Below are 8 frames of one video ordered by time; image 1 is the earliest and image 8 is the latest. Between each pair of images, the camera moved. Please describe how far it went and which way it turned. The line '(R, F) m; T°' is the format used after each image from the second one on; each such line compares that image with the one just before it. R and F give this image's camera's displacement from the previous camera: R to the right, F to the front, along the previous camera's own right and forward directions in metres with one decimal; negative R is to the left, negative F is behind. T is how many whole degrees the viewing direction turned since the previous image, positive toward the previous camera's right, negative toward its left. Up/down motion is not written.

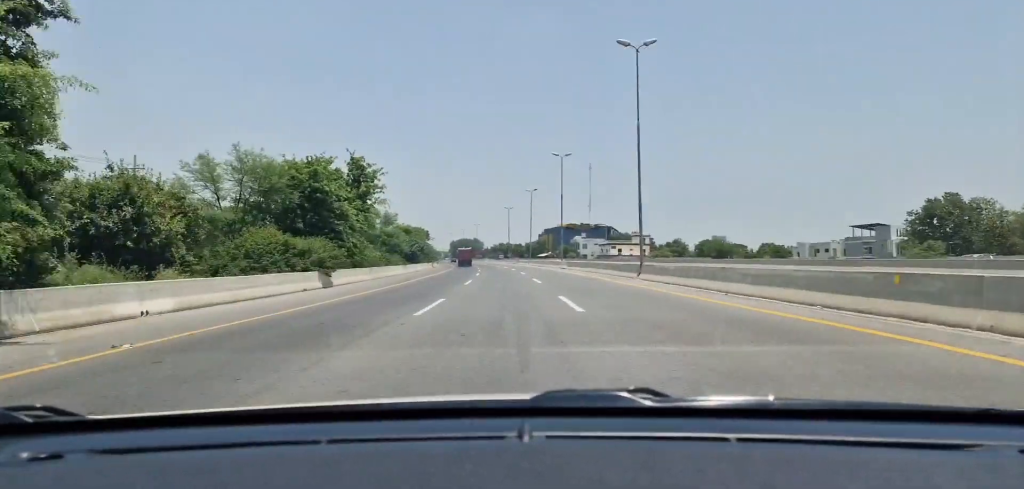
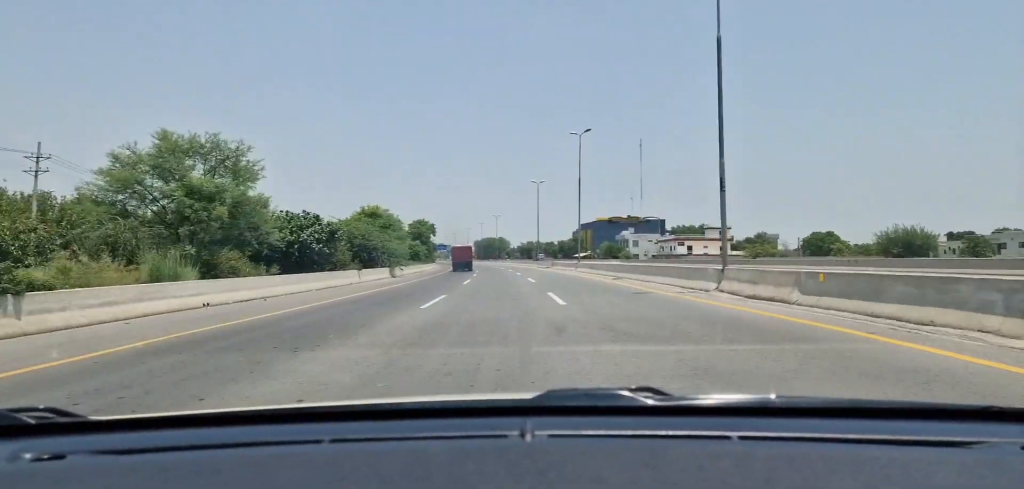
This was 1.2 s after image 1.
(-1.2, +51.1) m; -3°
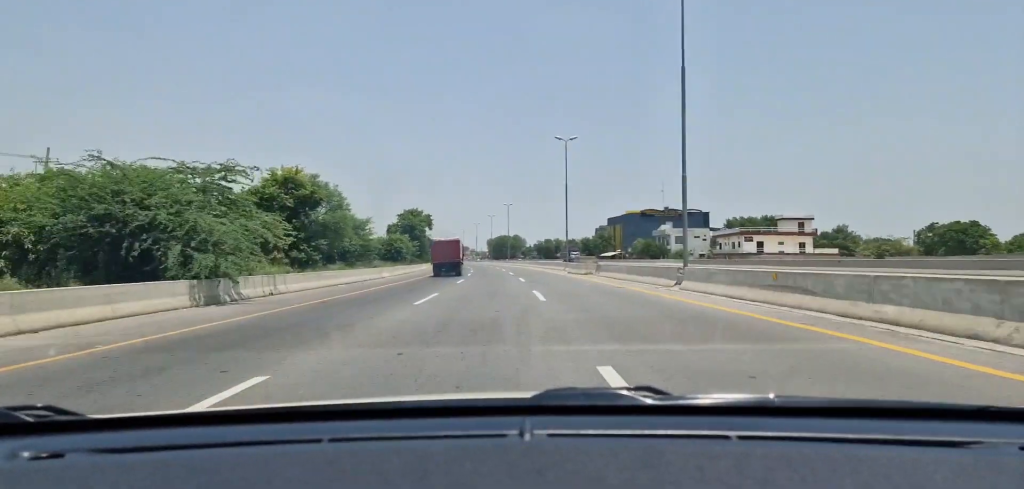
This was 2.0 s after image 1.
(-0.6, +34.1) m; -2°
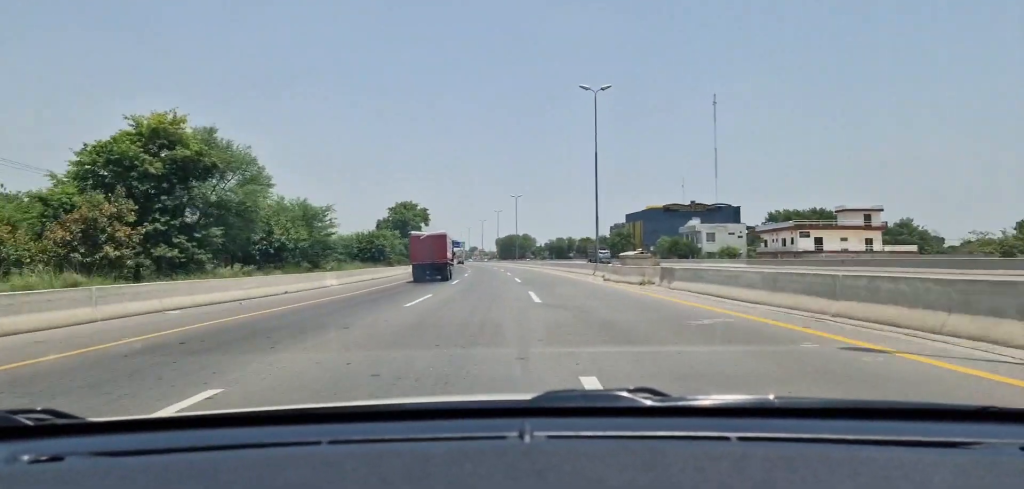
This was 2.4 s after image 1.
(-0.1, +18.5) m; -1°
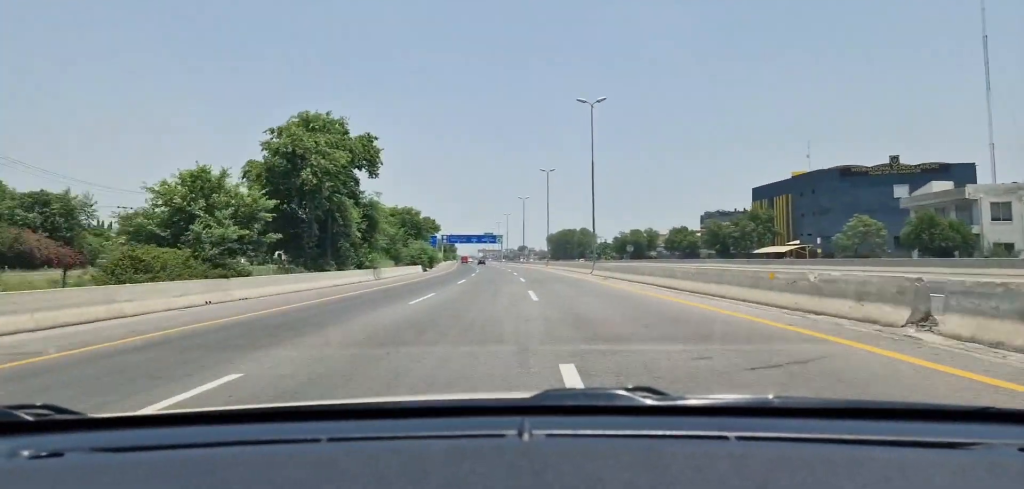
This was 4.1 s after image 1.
(-2.4, +71.3) m; -4°
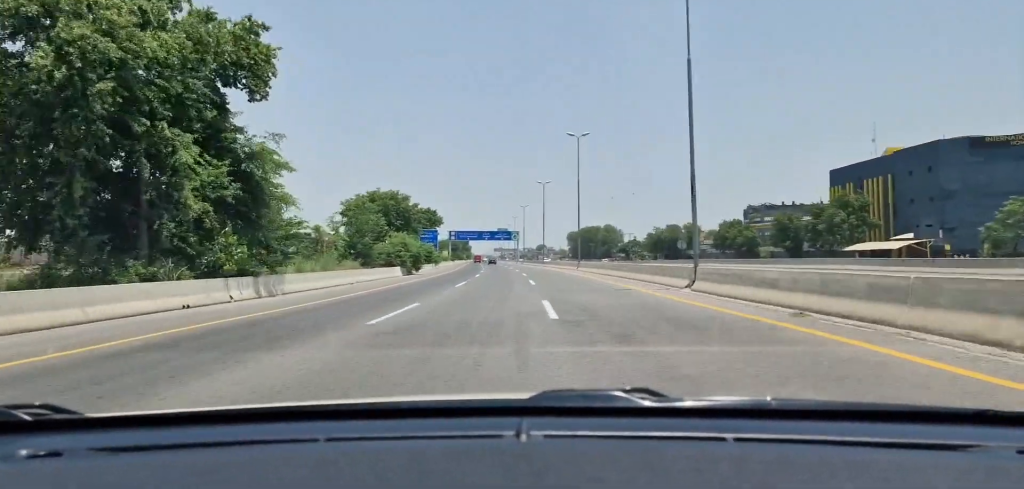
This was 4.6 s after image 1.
(-0.4, +23.6) m; -2°
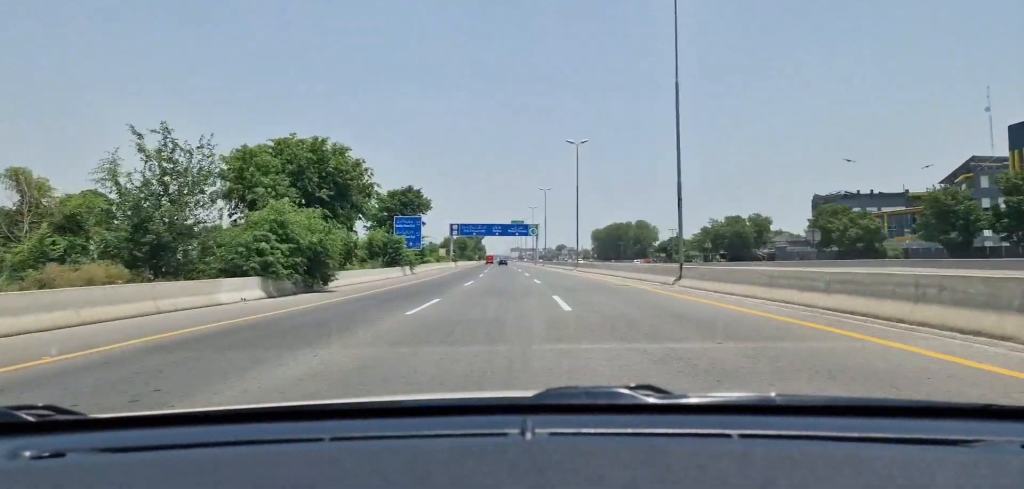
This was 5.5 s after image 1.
(-0.6, +35.1) m; -1°
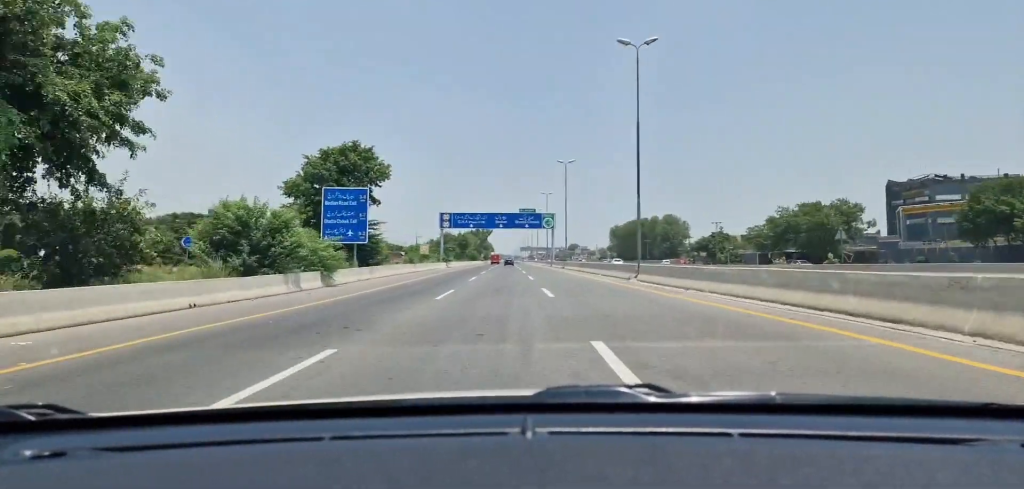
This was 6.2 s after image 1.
(-0.1, +30.1) m; 0°
